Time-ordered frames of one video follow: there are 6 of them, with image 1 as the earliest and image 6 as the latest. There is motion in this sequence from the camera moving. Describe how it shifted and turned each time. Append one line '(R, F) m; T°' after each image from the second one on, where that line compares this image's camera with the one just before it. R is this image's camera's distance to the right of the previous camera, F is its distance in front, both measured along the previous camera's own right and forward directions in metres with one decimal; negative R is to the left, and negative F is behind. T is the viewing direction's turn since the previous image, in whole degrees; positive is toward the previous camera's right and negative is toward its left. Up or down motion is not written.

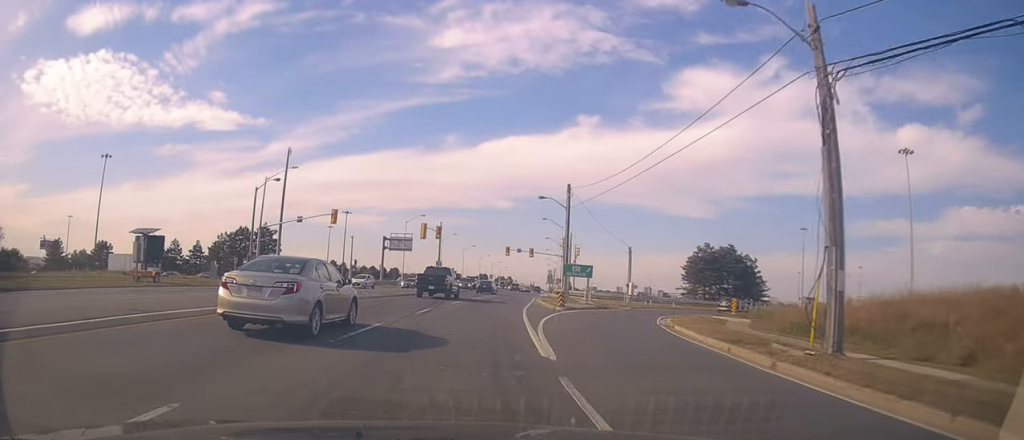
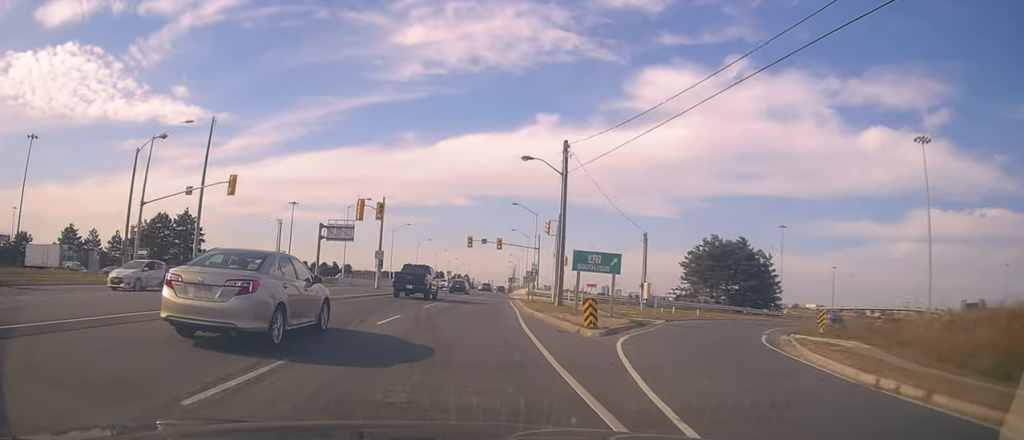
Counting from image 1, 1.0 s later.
(+1.0, +16.6) m; +4°
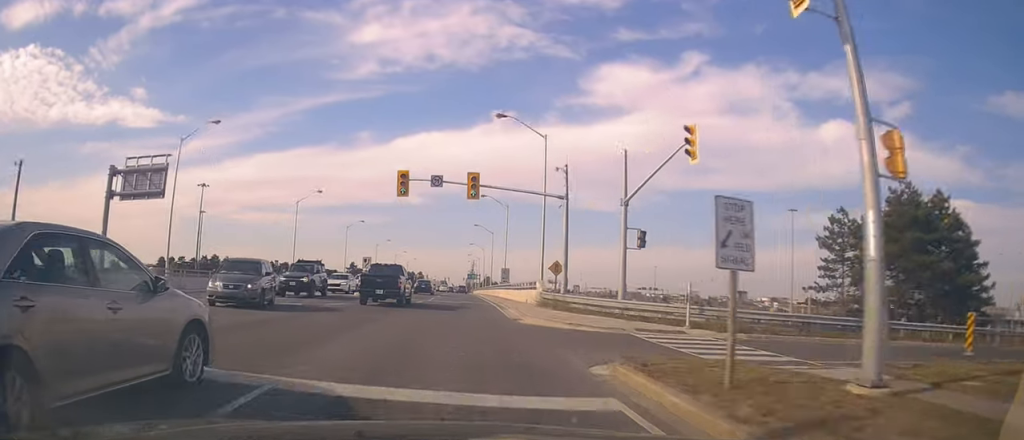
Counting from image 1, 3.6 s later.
(+3.4, +39.8) m; +9°
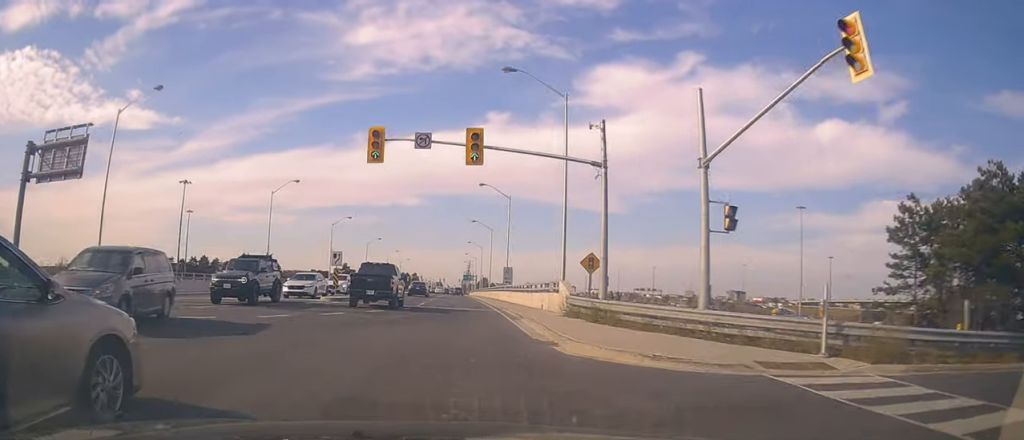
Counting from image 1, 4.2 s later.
(-0.2, +8.1) m; -1°
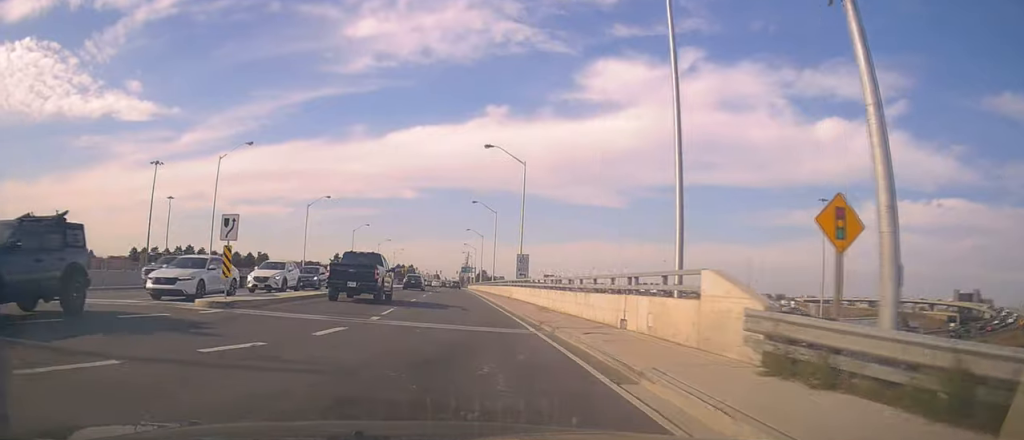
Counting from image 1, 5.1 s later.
(-0.5, +13.7) m; -1°
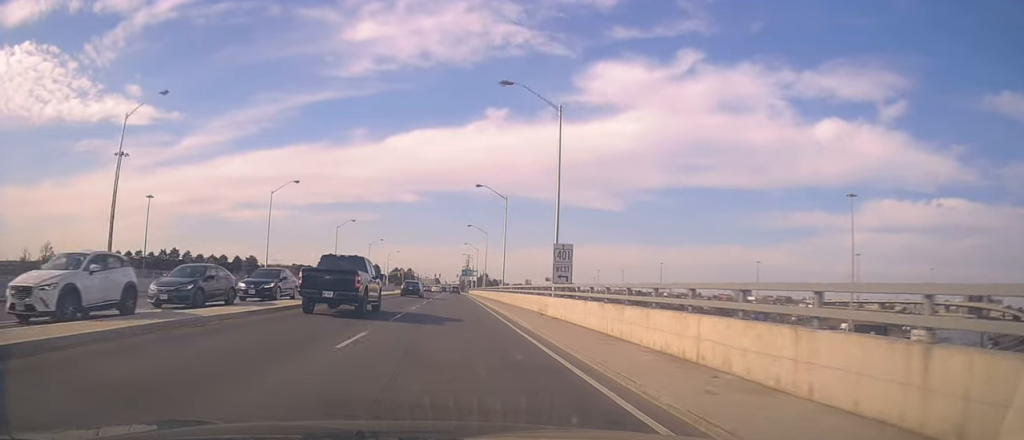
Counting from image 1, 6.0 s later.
(+0.3, +14.9) m; +2°
